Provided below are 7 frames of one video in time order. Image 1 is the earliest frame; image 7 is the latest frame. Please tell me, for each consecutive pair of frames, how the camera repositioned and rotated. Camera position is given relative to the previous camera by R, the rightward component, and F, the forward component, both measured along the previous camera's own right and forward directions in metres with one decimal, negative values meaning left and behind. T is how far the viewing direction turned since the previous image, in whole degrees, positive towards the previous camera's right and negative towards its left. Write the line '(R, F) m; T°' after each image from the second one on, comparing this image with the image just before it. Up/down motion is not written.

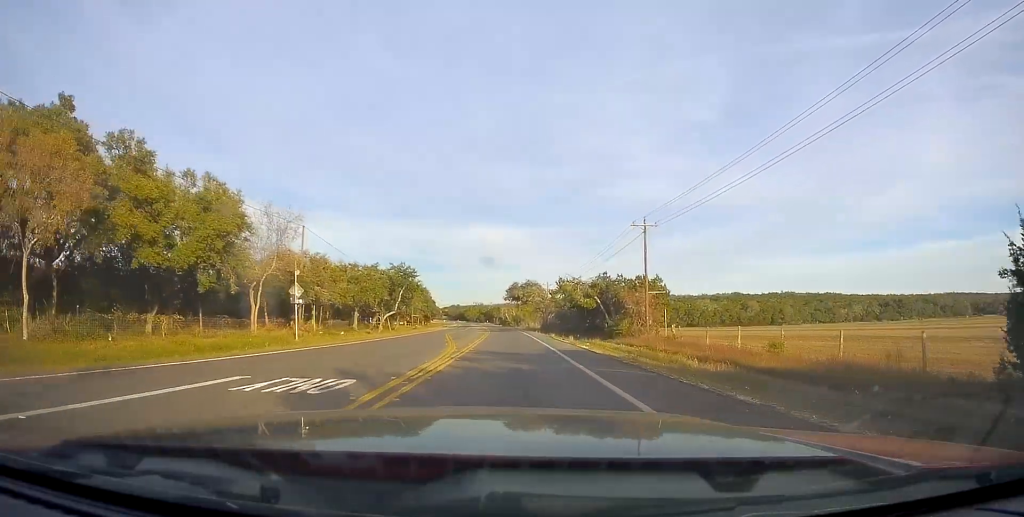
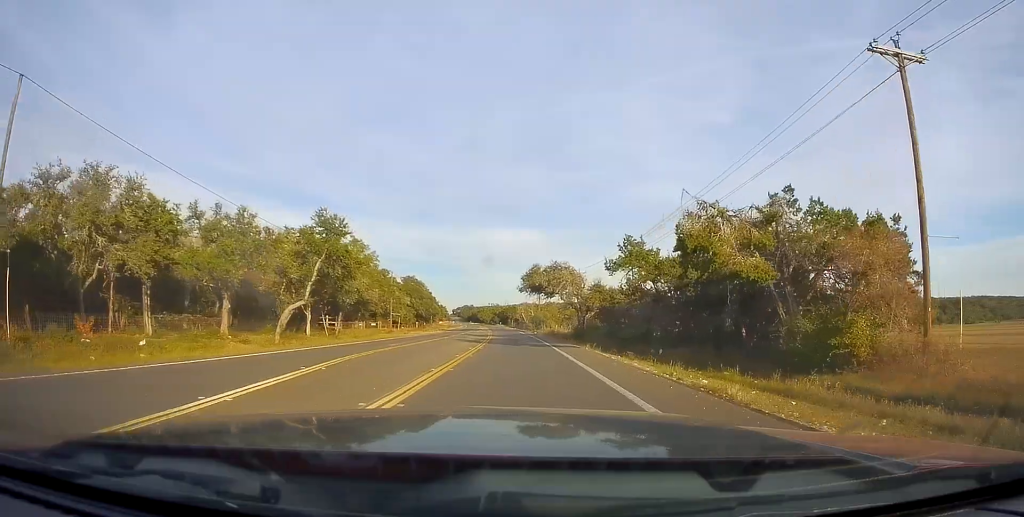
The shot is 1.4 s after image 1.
(-0.6, +36.1) m; -2°
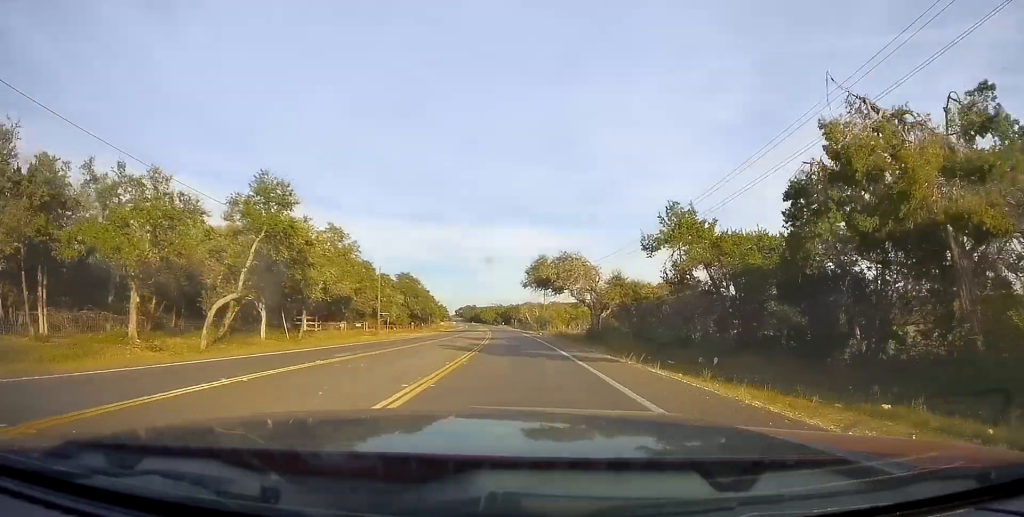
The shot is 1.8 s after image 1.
(0.0, +10.1) m; 0°
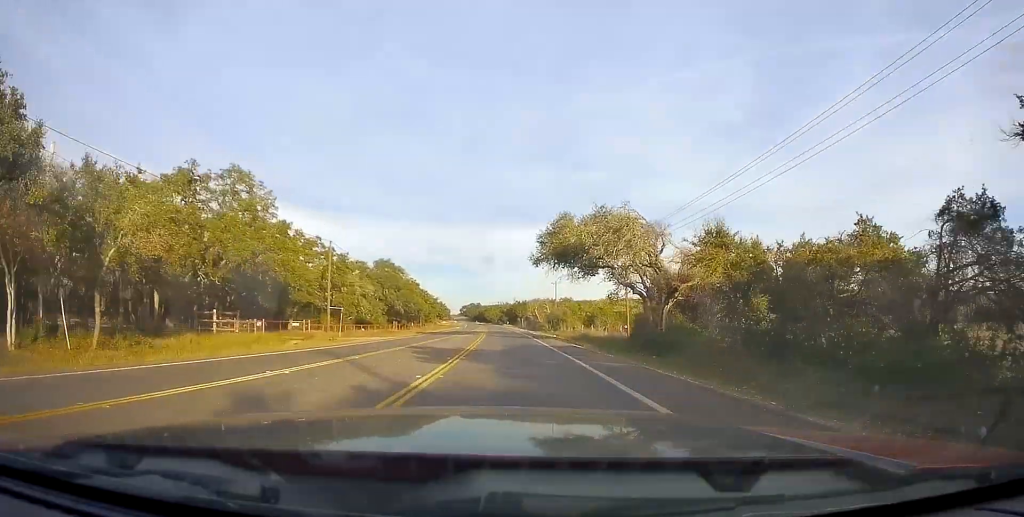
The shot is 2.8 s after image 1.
(0.0, +24.1) m; 0°
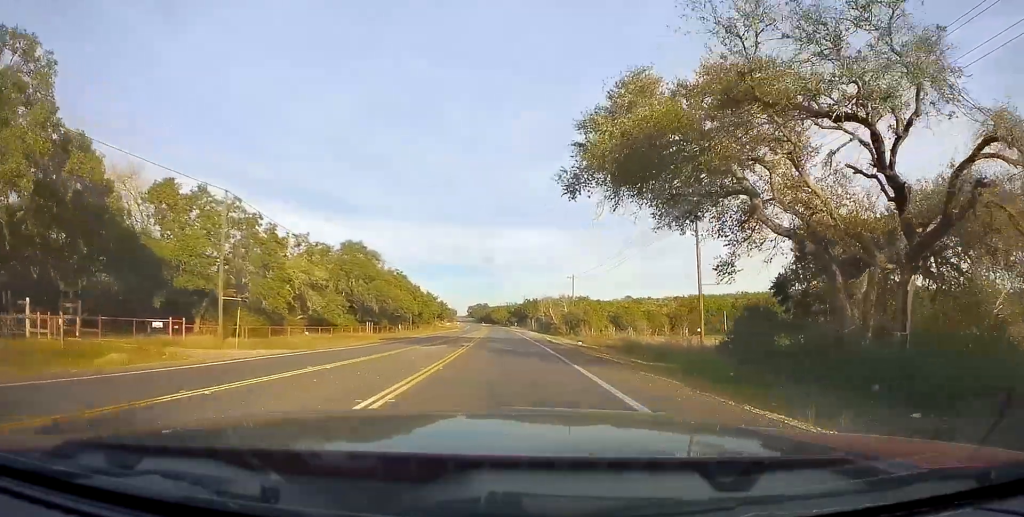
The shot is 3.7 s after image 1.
(+0.1, +23.1) m; -2°
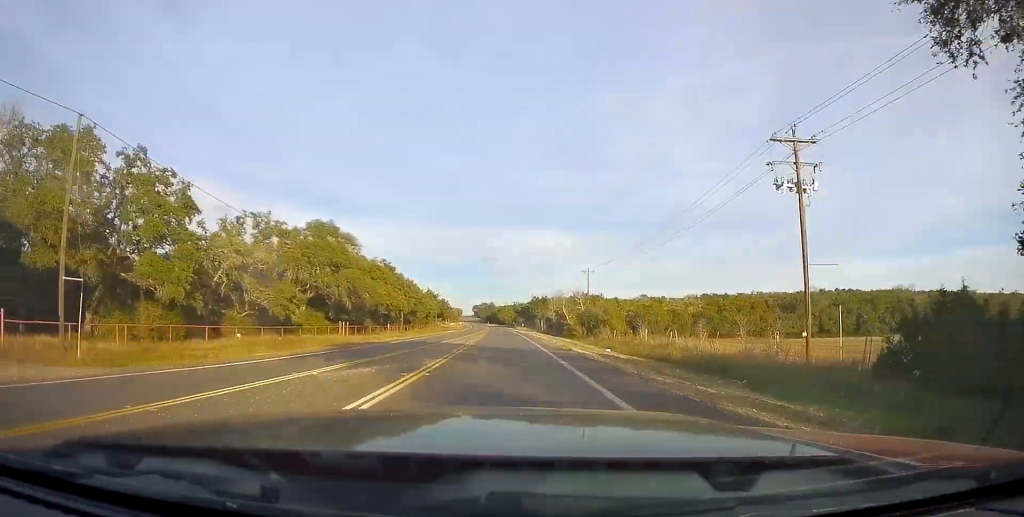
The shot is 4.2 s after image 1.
(-0.6, +14.8) m; -1°
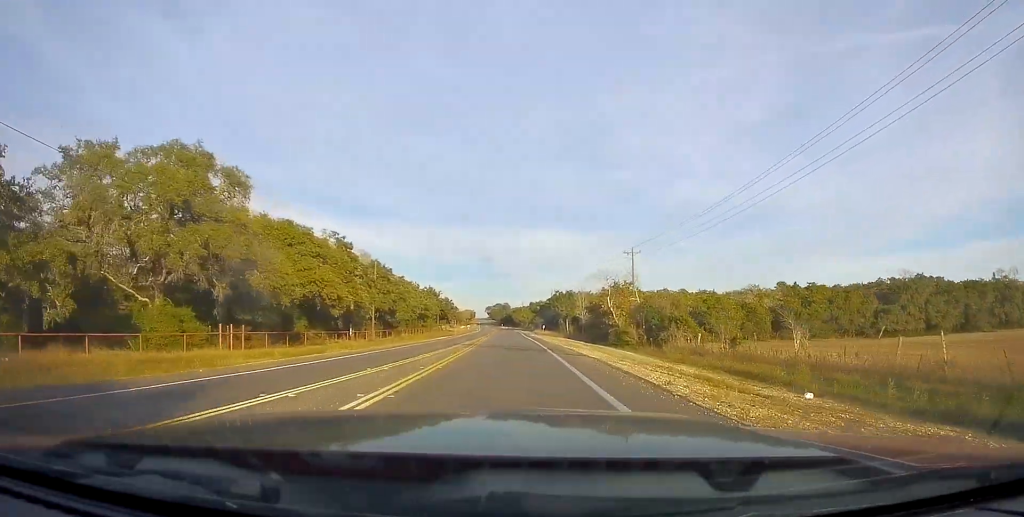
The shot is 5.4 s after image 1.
(-0.1, +29.3) m; 0°
